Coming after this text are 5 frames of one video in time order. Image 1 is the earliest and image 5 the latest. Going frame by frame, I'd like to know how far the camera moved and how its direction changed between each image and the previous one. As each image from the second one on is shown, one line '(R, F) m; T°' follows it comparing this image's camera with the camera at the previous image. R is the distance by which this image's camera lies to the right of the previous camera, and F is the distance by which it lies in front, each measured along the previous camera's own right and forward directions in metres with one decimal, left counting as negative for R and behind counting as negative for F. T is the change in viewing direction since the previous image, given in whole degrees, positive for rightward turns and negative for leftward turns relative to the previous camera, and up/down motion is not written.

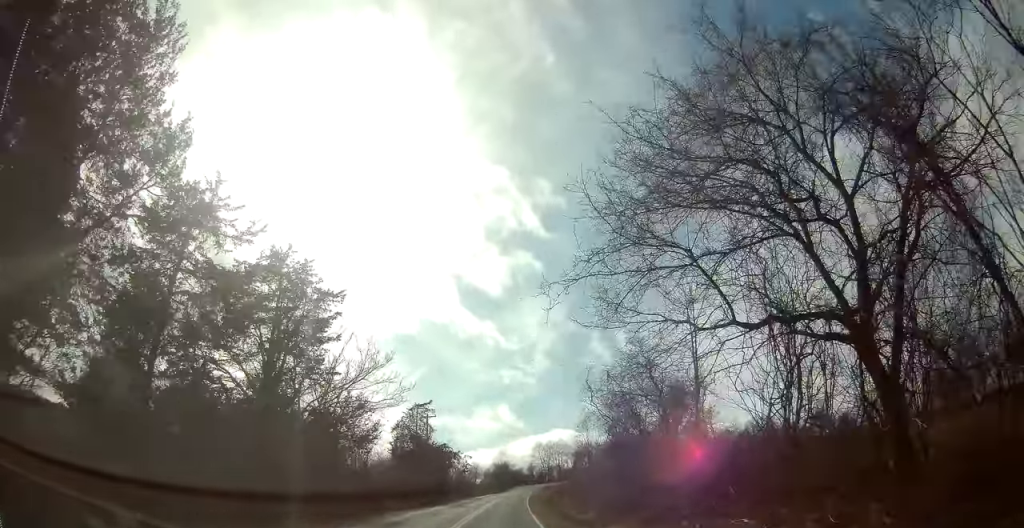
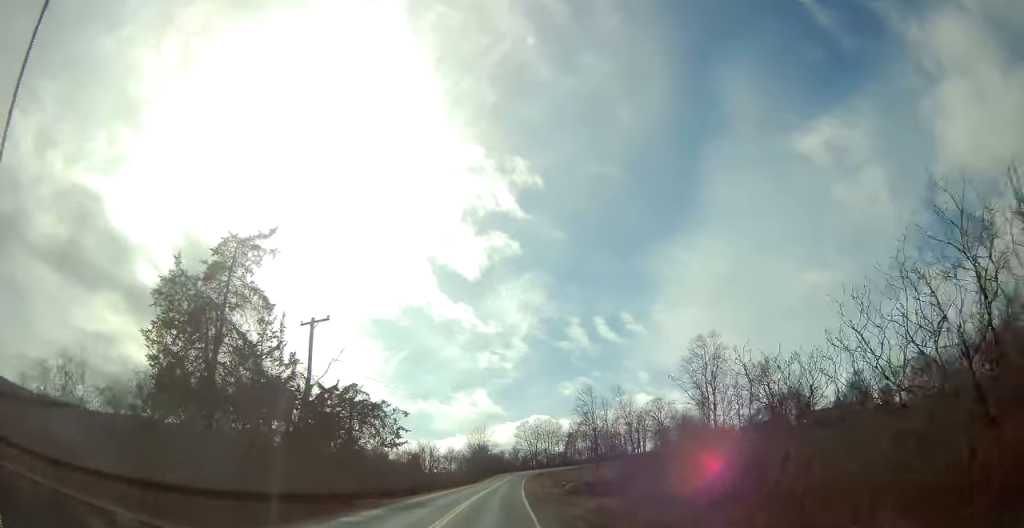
(-0.3, +38.6) m; 0°
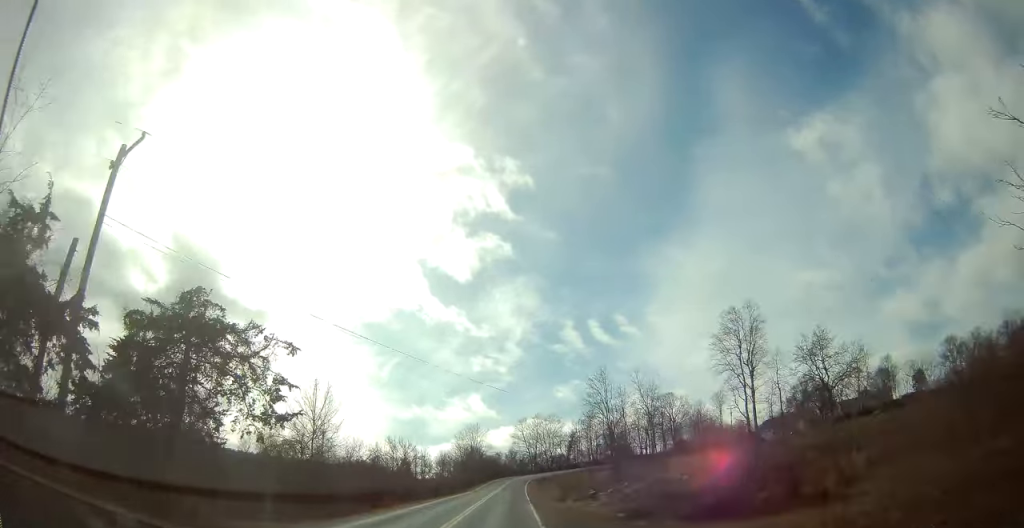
(+0.2, +19.6) m; 0°
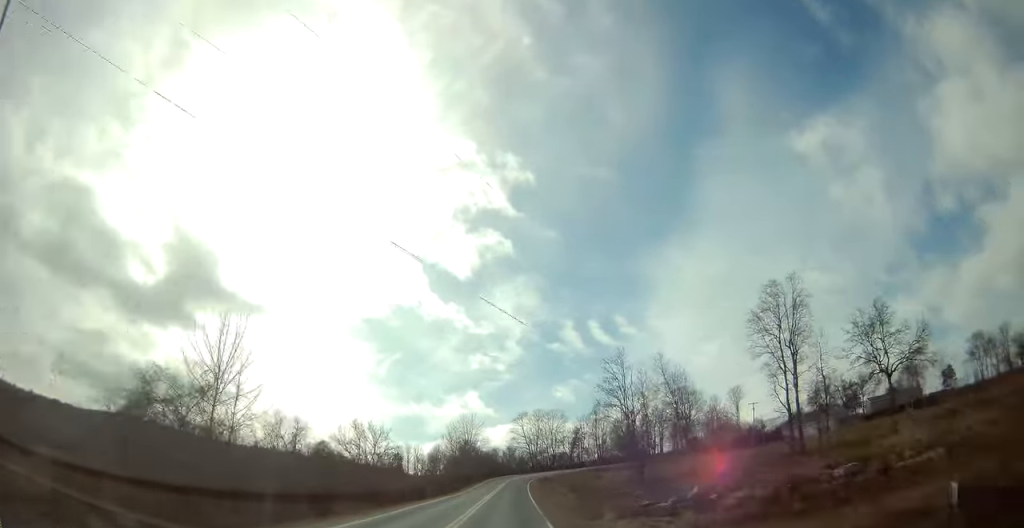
(-0.1, +14.6) m; +1°
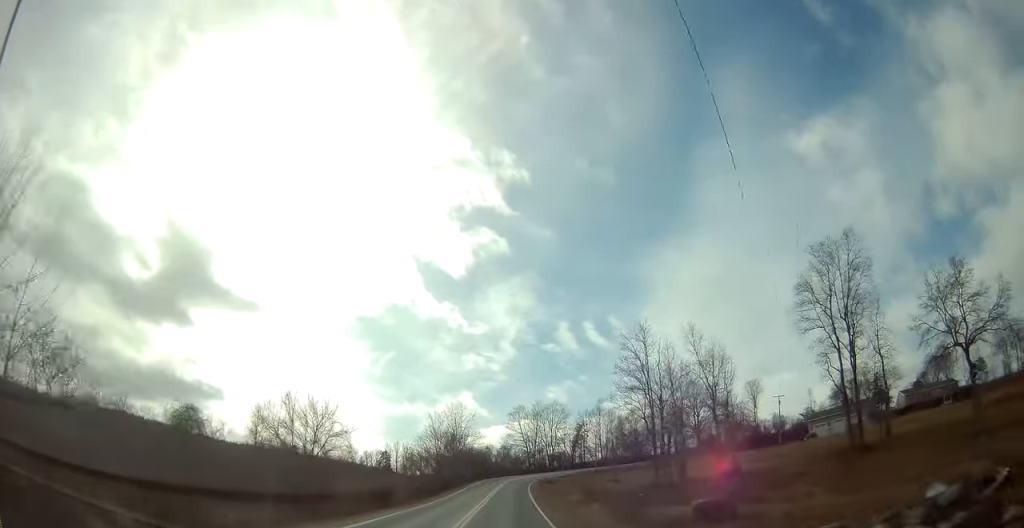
(+0.1, +15.4) m; +1°
